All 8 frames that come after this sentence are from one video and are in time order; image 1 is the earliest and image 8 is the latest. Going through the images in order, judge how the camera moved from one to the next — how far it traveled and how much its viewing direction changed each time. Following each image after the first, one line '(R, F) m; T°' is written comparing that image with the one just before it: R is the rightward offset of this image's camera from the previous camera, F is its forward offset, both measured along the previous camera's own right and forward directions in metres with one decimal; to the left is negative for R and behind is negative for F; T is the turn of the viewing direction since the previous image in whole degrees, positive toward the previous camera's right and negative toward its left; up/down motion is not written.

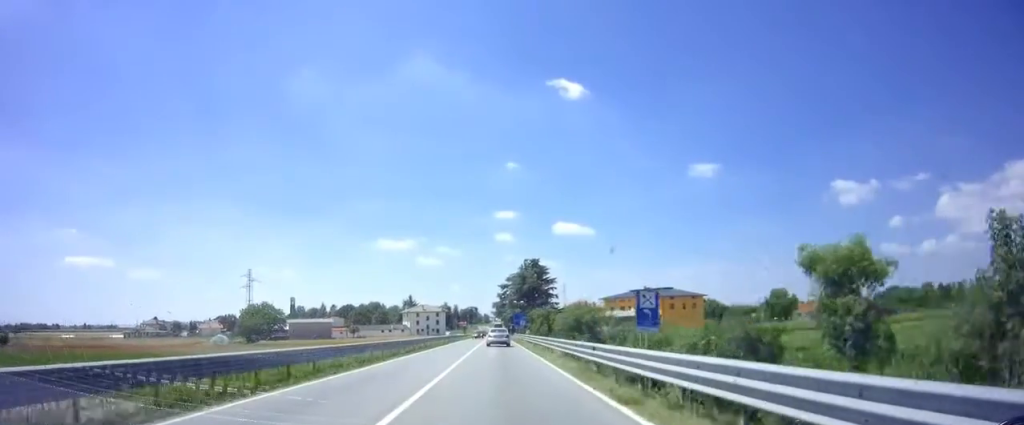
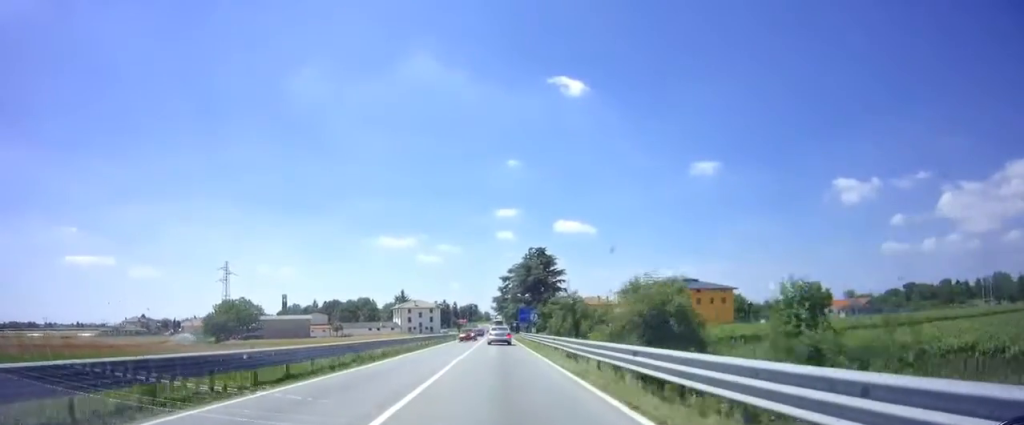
(0.0, +18.2) m; +1°
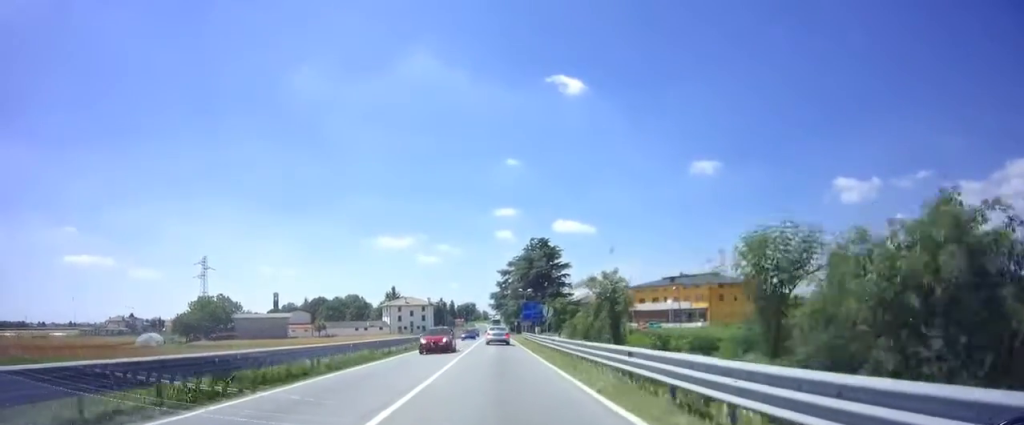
(+0.2, +12.2) m; 0°
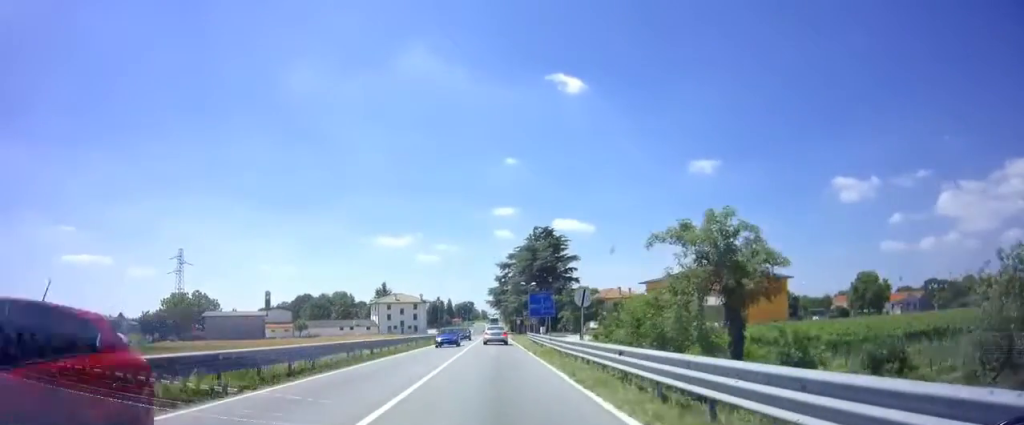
(+0.1, +13.3) m; -1°
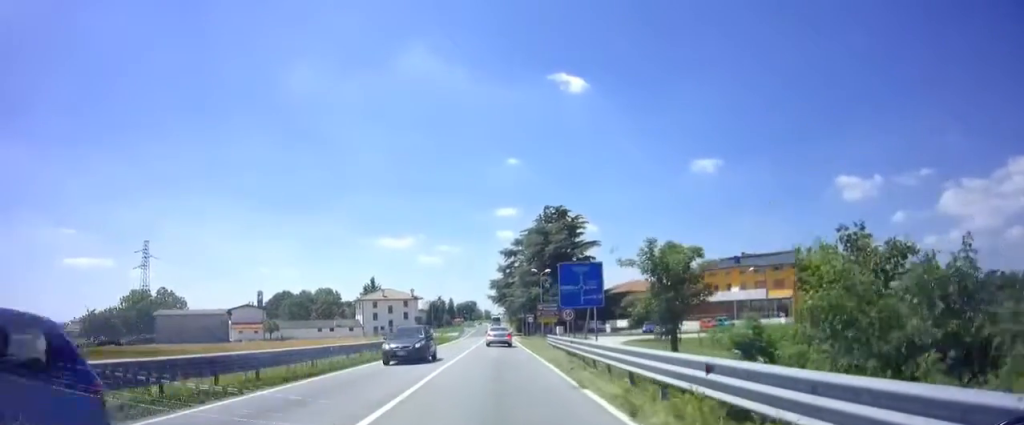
(-0.5, +17.5) m; 0°
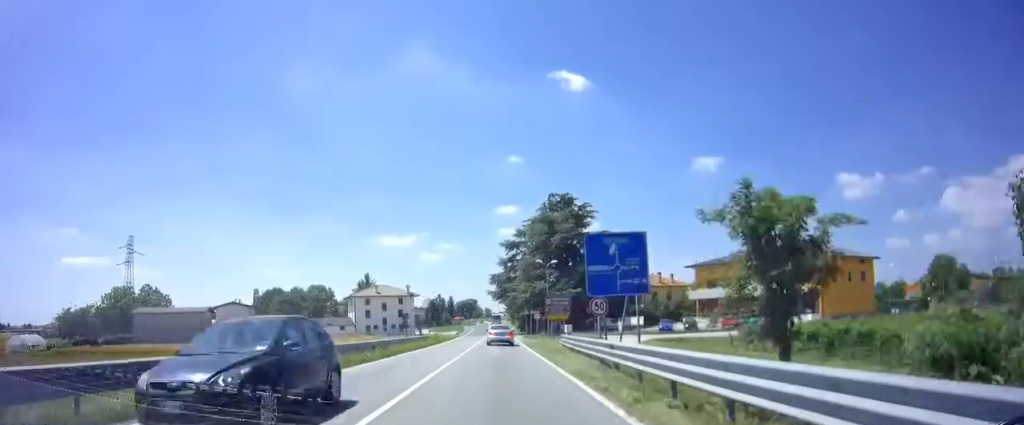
(+0.2, +6.5) m; +1°
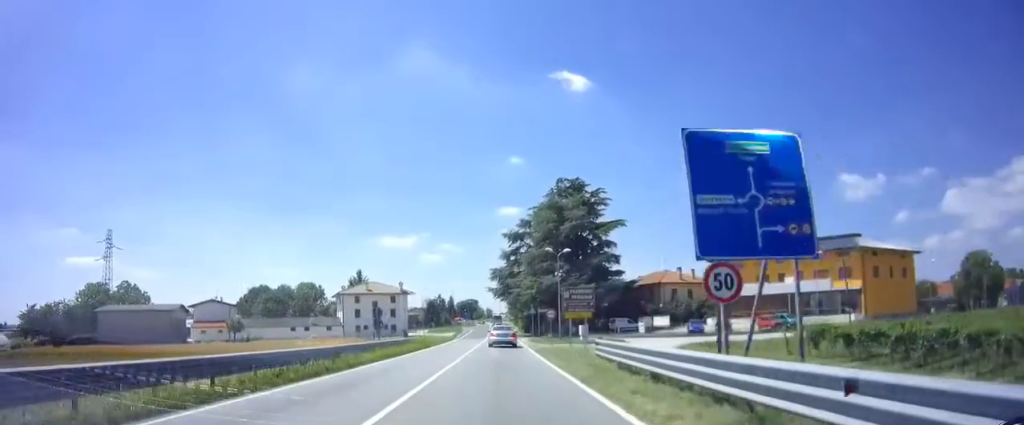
(+0.1, +8.5) m; +1°
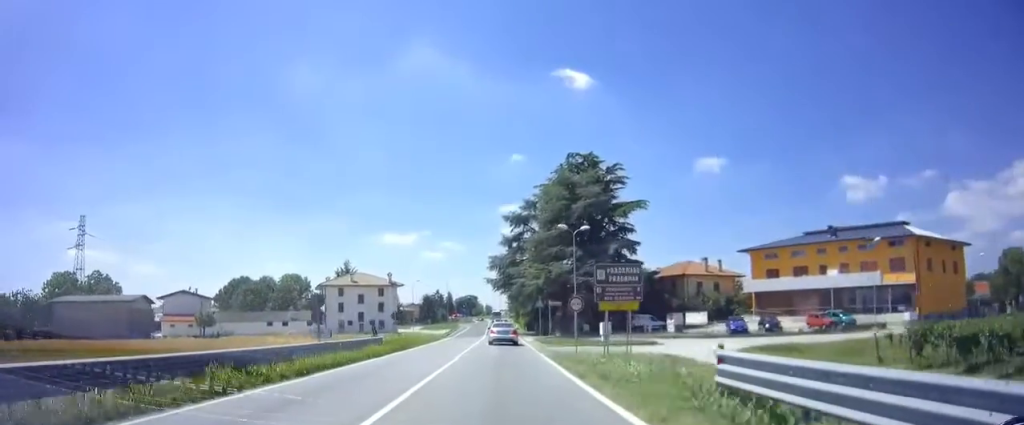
(+0.1, +9.2) m; -1°
